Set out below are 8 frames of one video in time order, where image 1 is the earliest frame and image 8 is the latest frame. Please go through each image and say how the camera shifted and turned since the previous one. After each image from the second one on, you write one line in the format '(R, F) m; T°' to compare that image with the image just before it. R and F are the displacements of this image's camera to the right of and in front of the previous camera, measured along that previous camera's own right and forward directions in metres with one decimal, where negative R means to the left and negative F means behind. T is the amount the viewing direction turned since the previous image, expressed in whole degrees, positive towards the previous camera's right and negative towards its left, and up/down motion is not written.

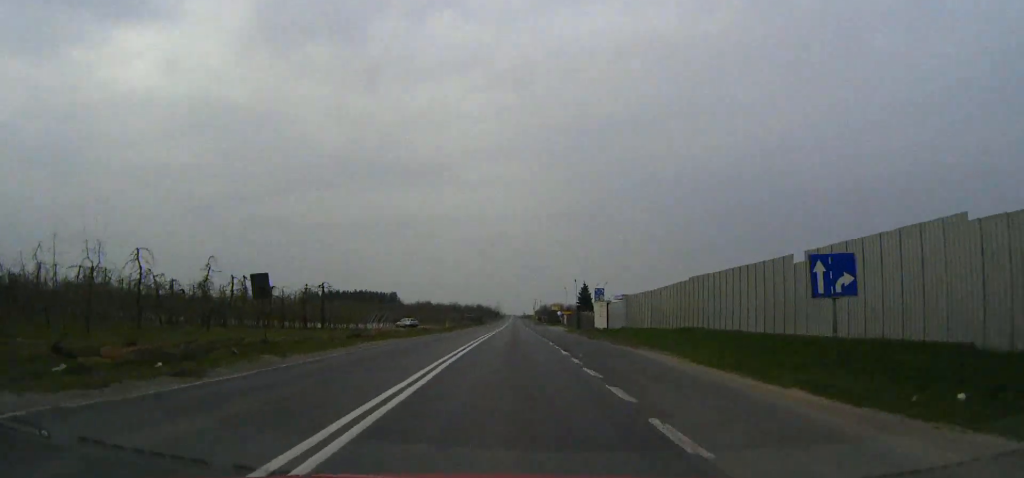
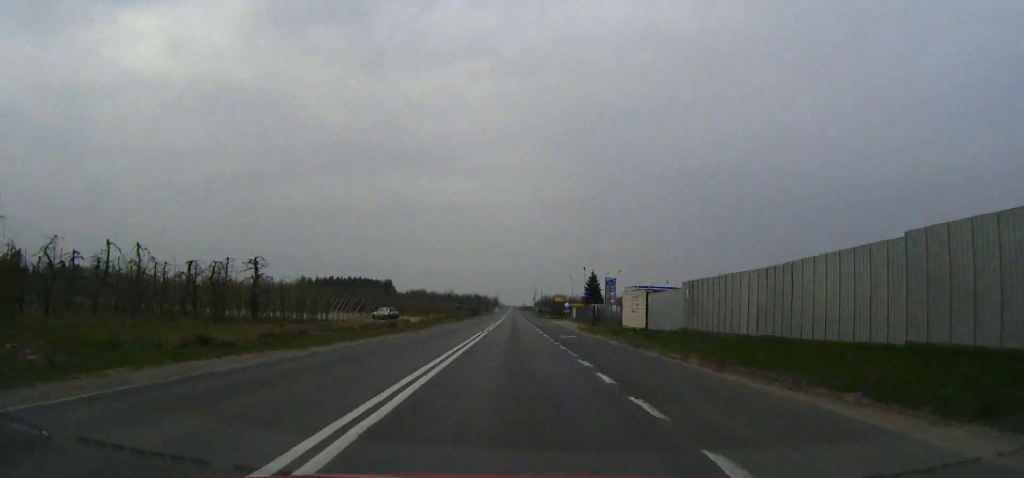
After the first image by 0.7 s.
(+0.1, +18.0) m; 0°
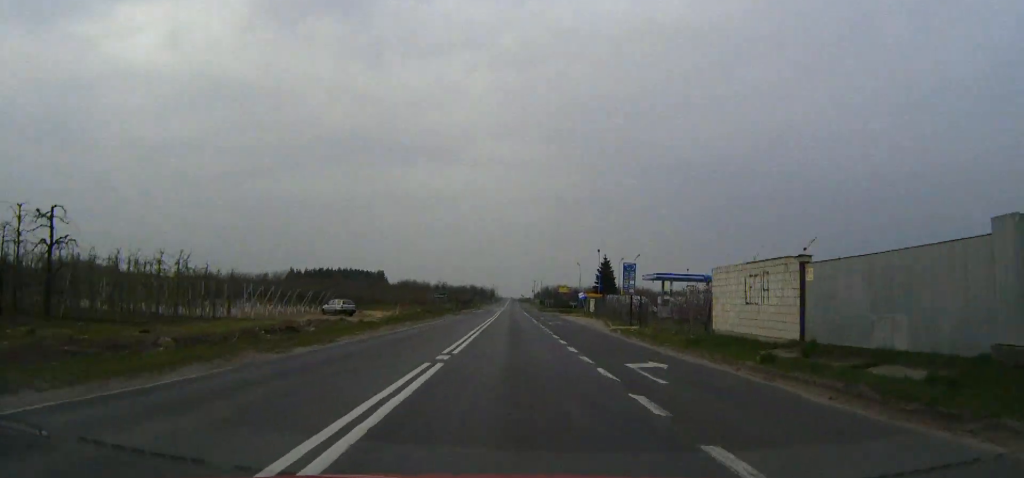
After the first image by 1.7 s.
(0.0, +23.9) m; 0°
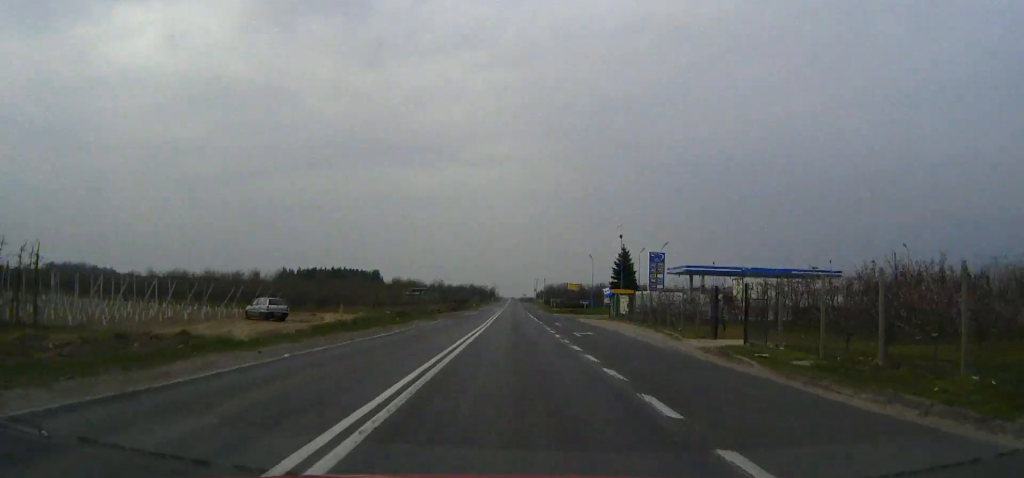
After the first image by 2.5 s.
(0.0, +20.5) m; 0°
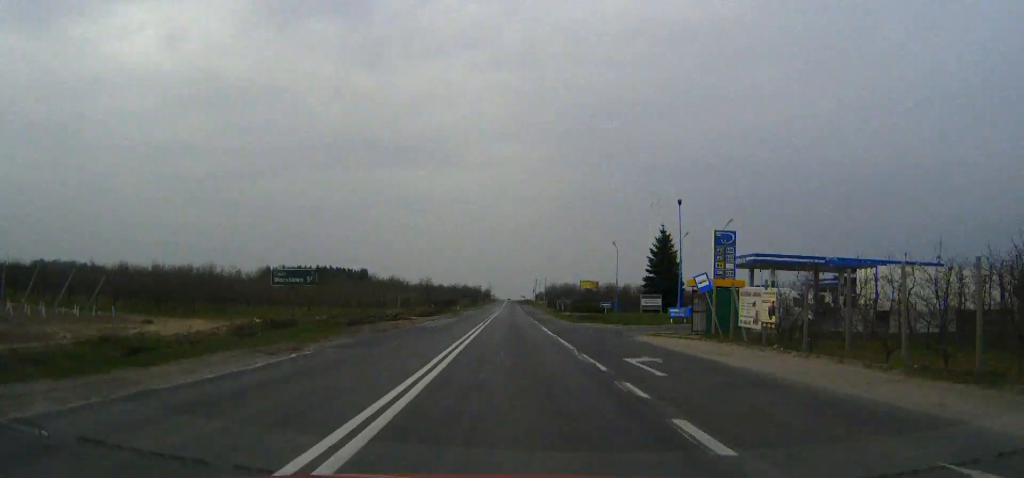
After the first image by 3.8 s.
(0.0, +30.1) m; 0°
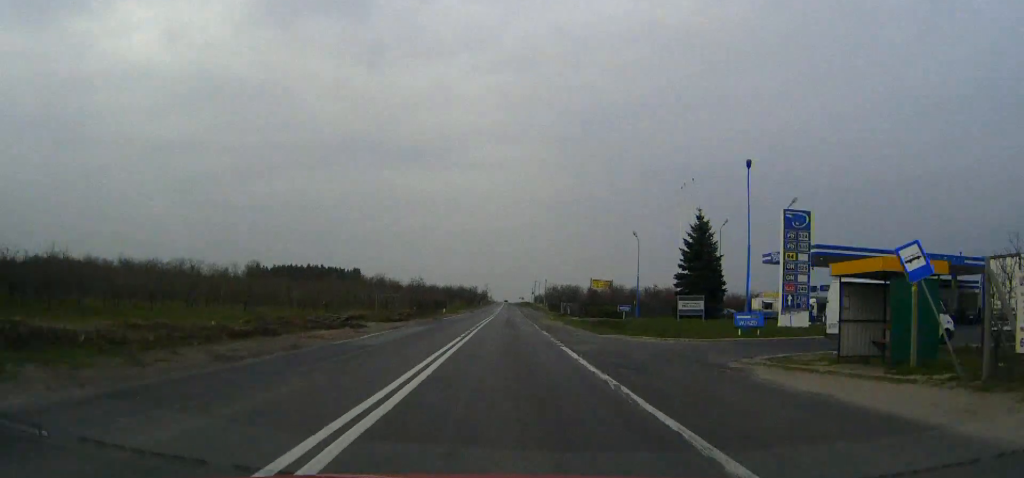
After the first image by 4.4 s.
(0.0, +16.3) m; 0°
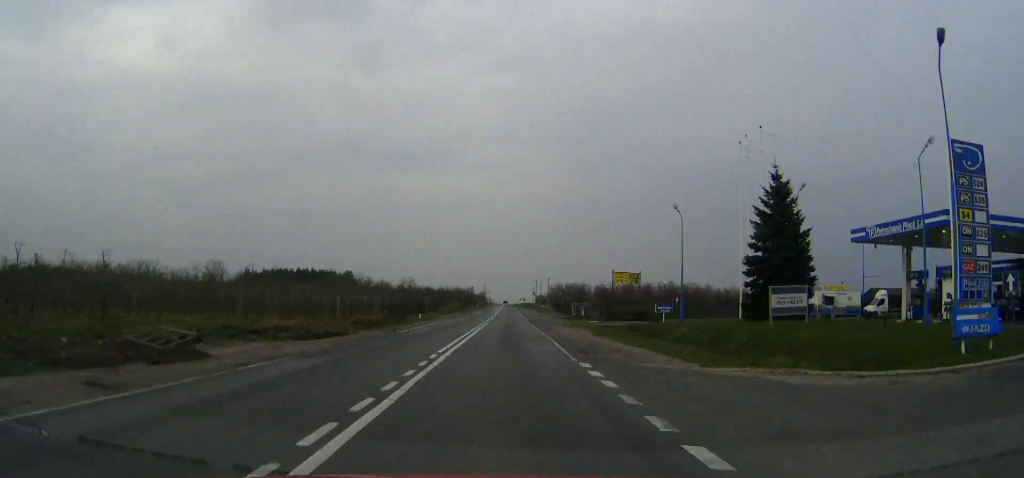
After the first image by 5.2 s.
(0.0, +19.6) m; 0°
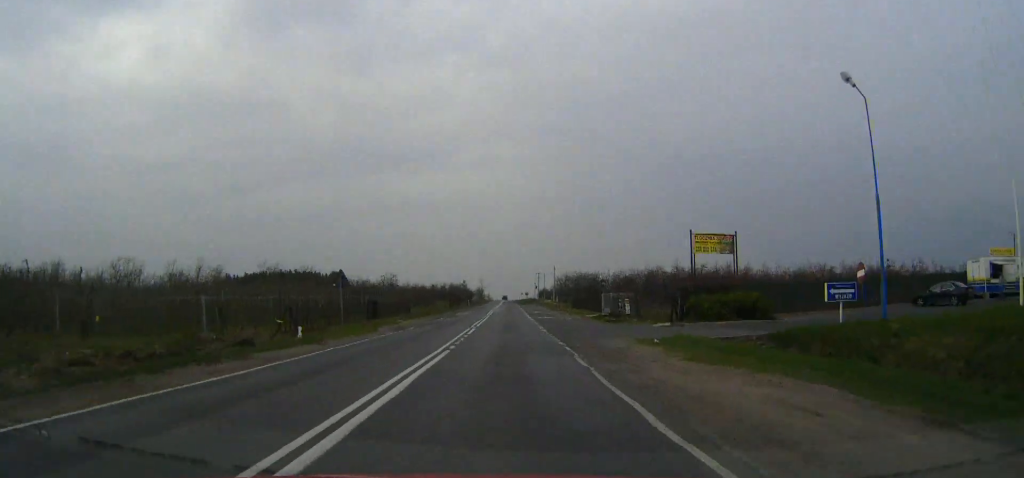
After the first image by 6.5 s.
(0.0, +31.1) m; 0°
